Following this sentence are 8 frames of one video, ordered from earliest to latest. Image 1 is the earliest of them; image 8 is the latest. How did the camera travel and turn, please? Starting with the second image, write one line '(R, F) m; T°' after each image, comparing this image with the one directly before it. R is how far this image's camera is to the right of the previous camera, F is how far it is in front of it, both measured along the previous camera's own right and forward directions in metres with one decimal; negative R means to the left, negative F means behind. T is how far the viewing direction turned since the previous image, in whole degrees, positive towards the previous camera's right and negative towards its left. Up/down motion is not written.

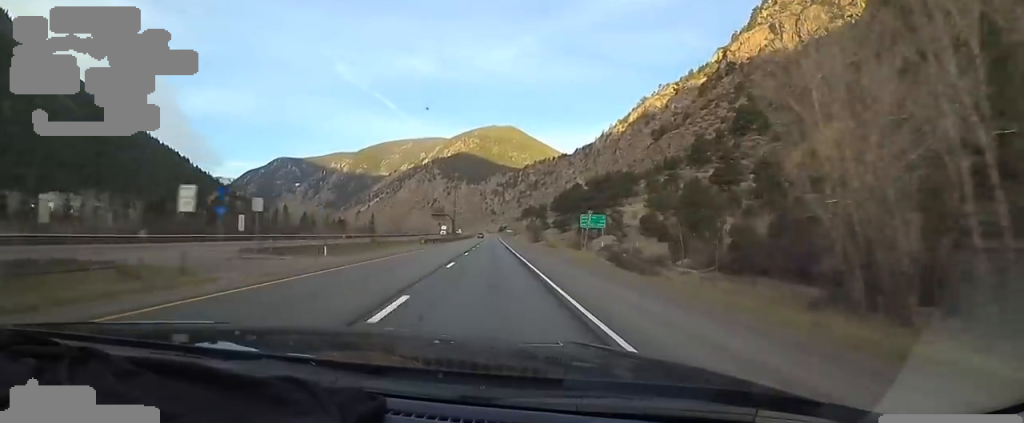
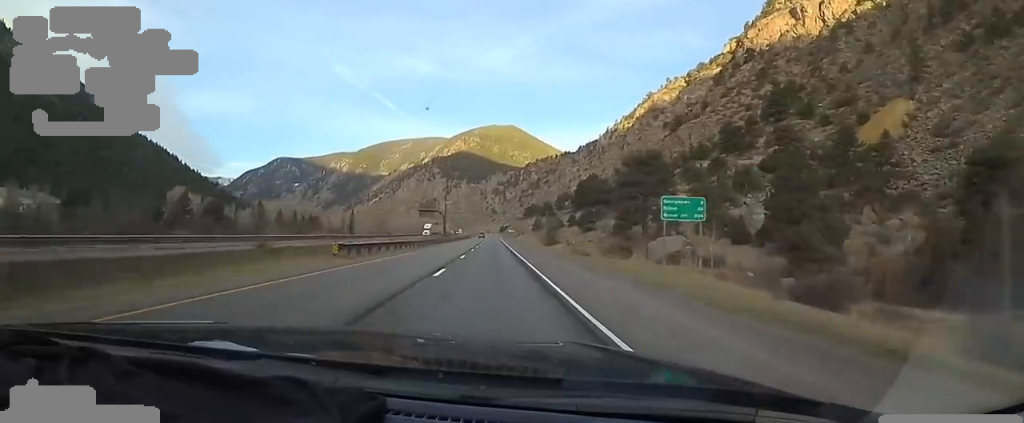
(0.0, +28.3) m; +1°
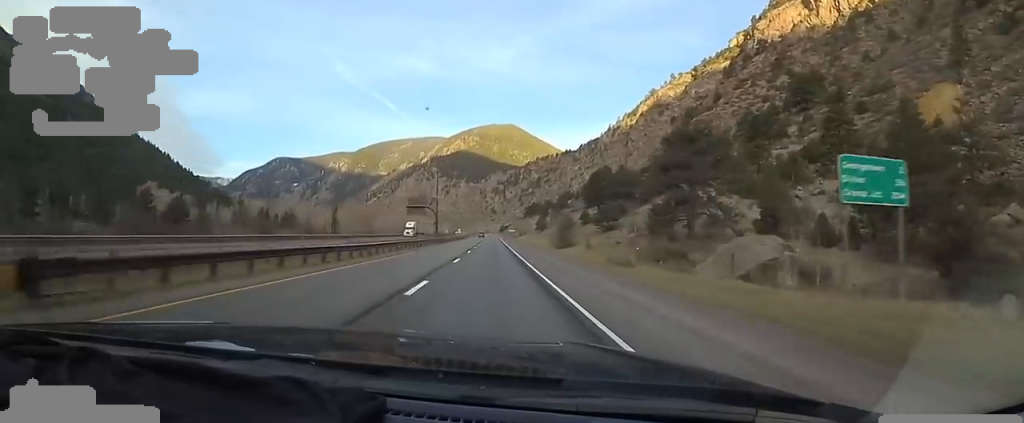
(+0.3, +16.7) m; 0°
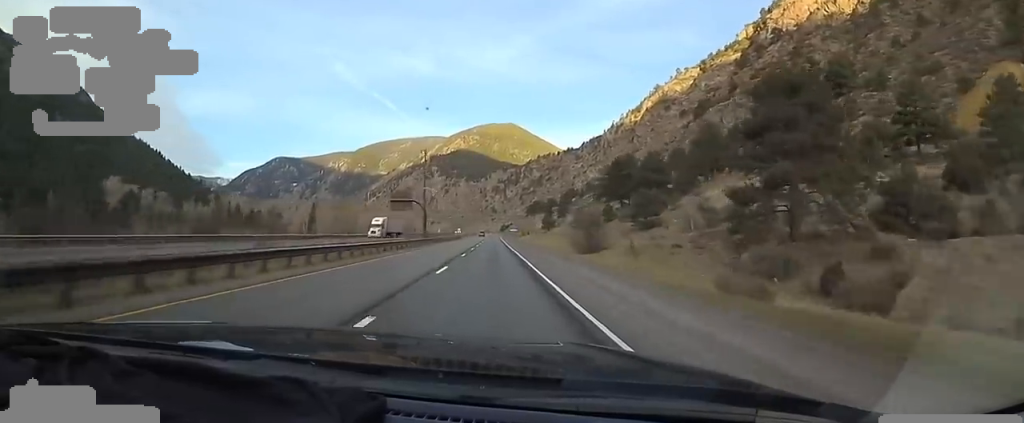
(+0.5, +18.7) m; 0°
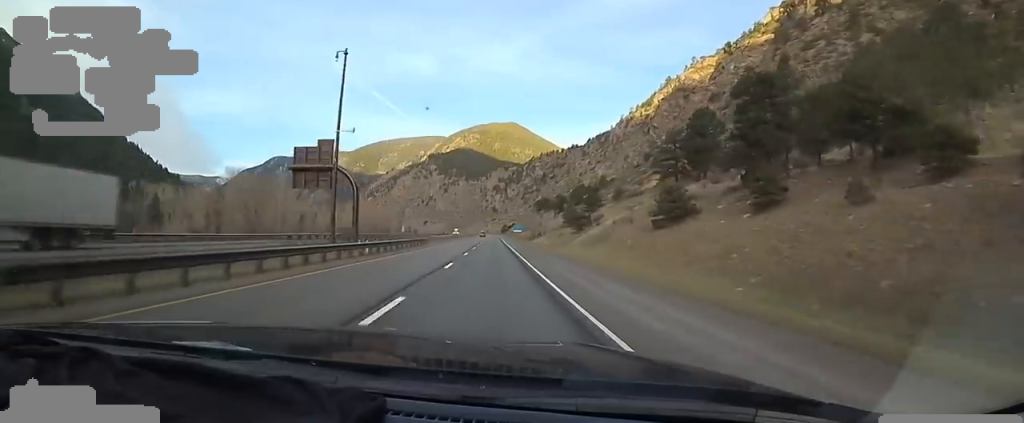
(-1.2, +45.9) m; -1°
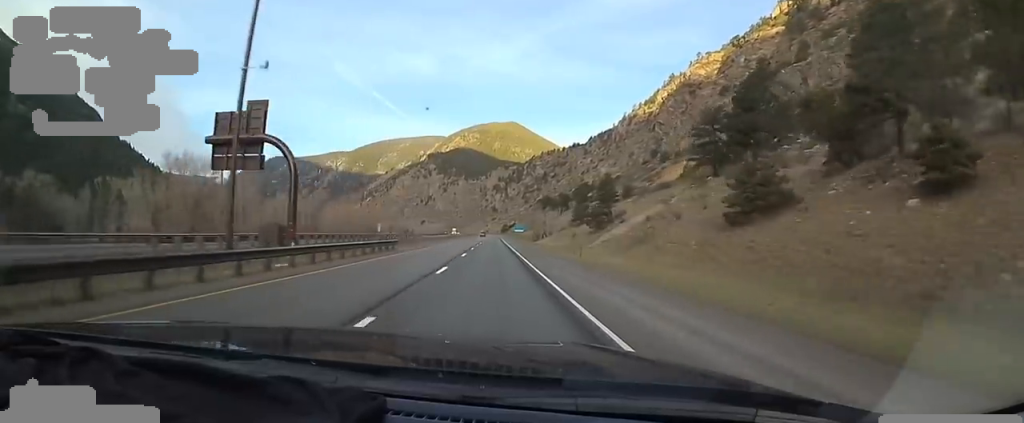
(-0.2, +14.6) m; +1°
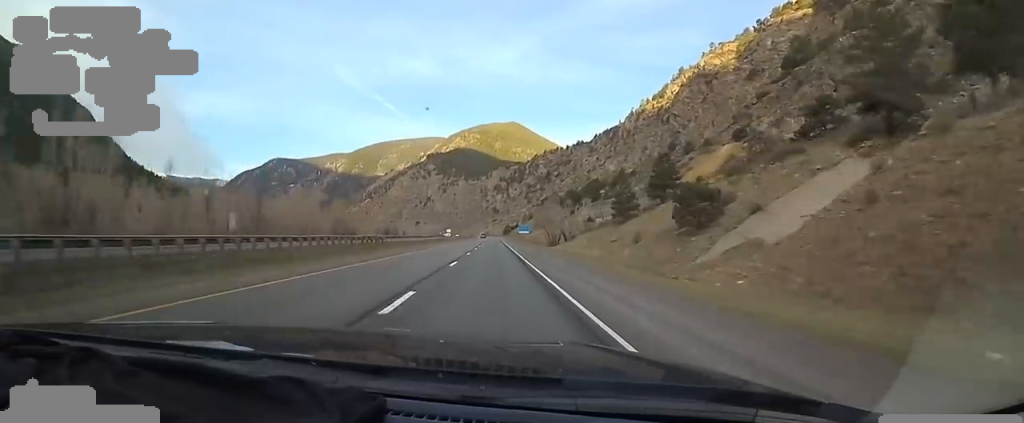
(+0.8, +32.1) m; 0°
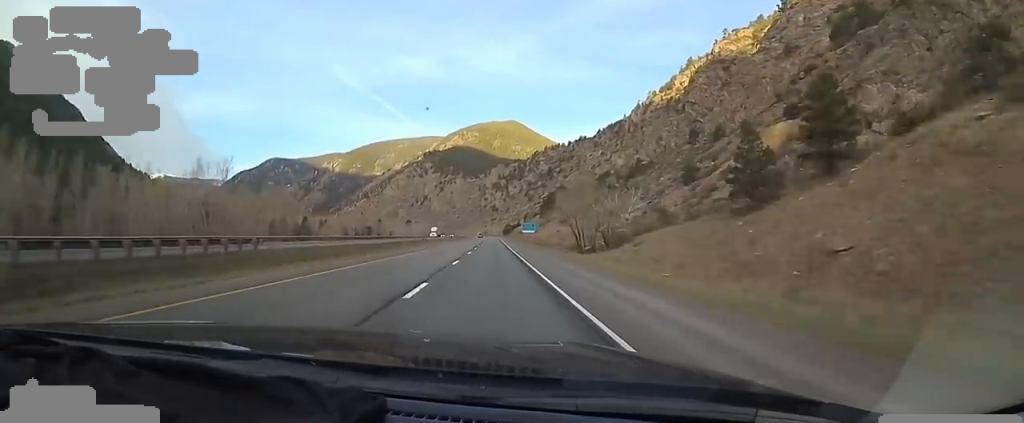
(-0.8, +34.4) m; -1°
